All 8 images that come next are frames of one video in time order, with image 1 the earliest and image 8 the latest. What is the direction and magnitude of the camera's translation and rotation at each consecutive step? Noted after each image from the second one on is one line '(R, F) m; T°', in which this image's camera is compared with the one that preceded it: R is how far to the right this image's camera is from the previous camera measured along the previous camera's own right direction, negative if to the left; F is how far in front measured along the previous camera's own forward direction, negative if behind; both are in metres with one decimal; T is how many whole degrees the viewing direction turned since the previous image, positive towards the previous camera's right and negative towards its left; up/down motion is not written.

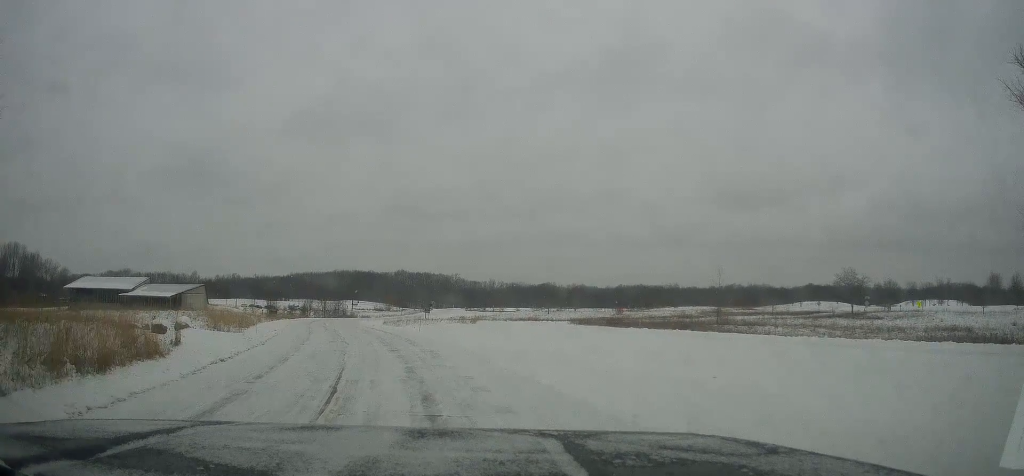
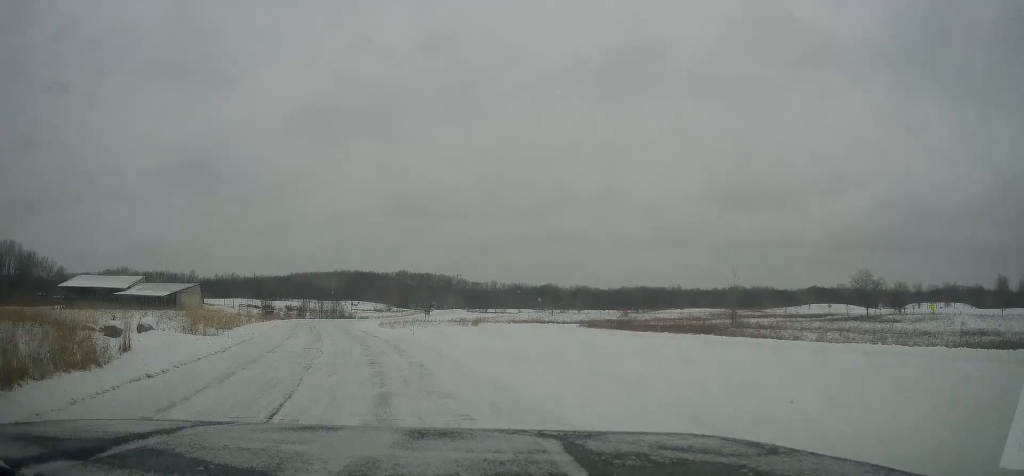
(0.0, +4.7) m; -2°
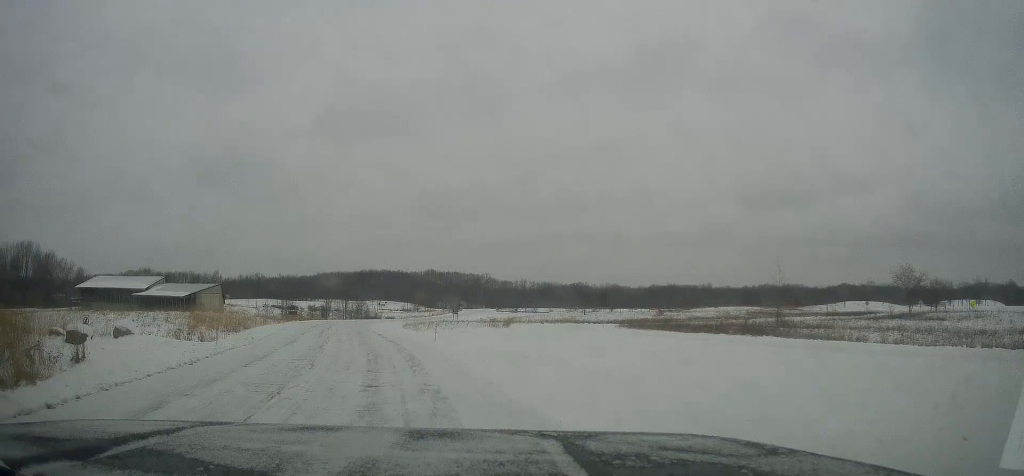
(0.0, +5.1) m; -5°
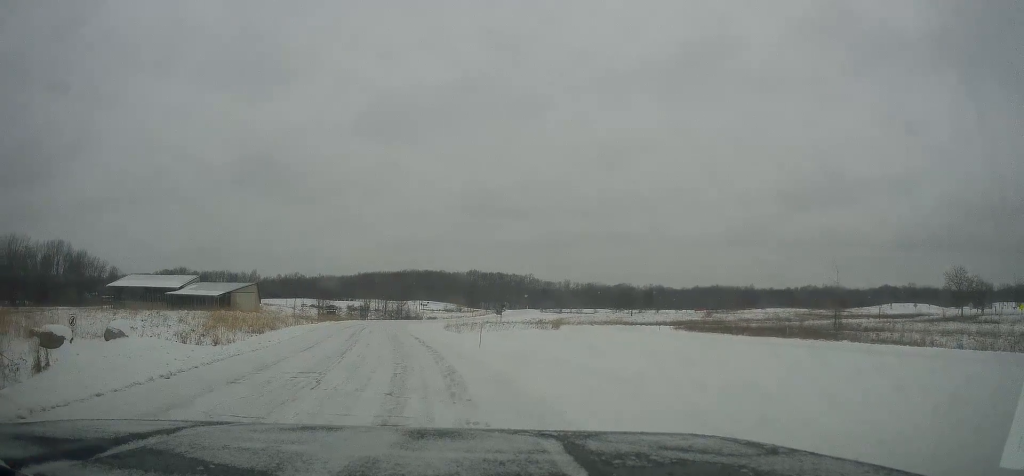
(-0.5, +4.2) m; 0°
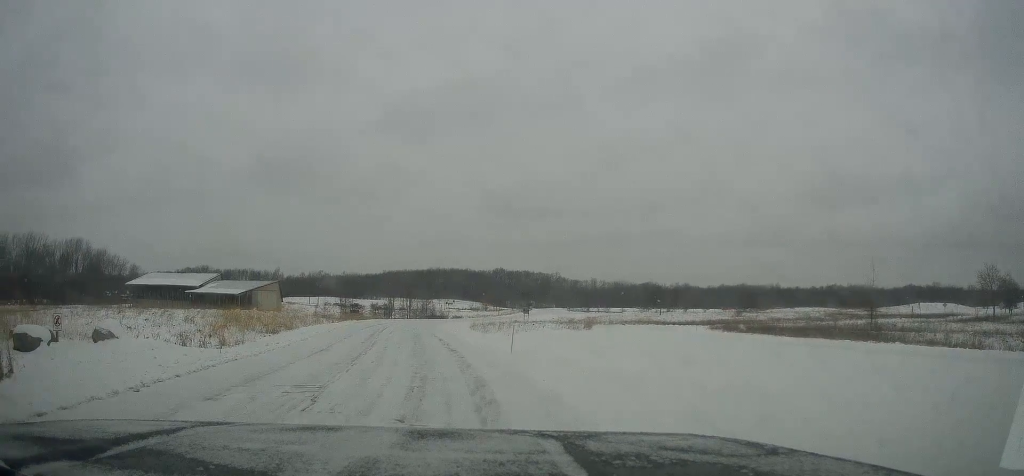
(0.0, +2.6) m; -1°
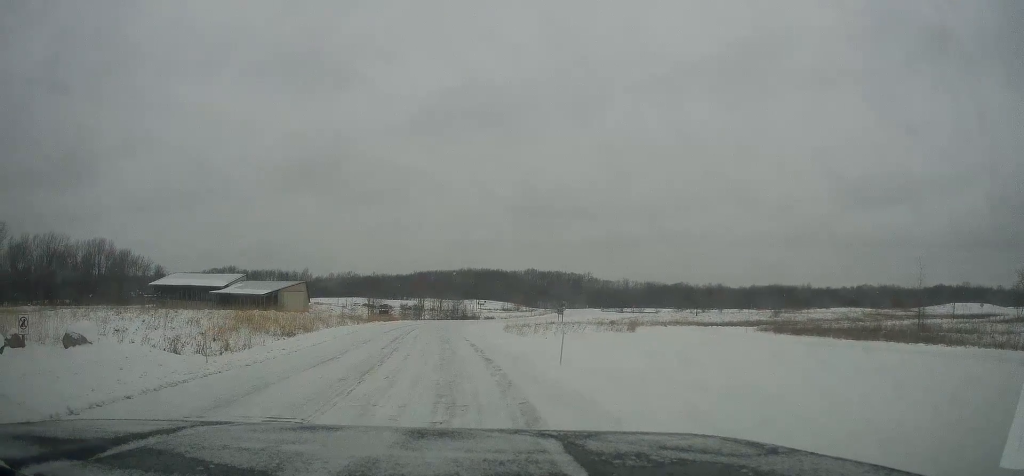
(+0.5, +3.5) m; -3°
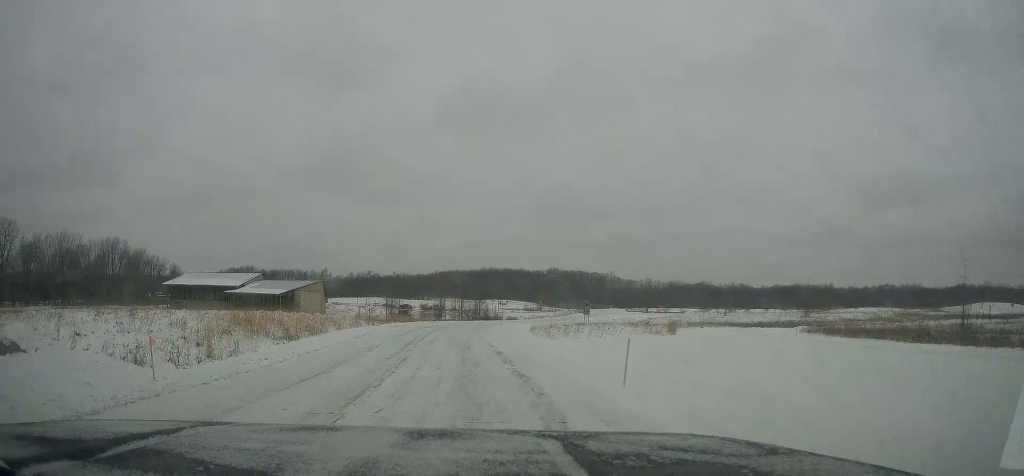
(-0.4, +4.1) m; -5°
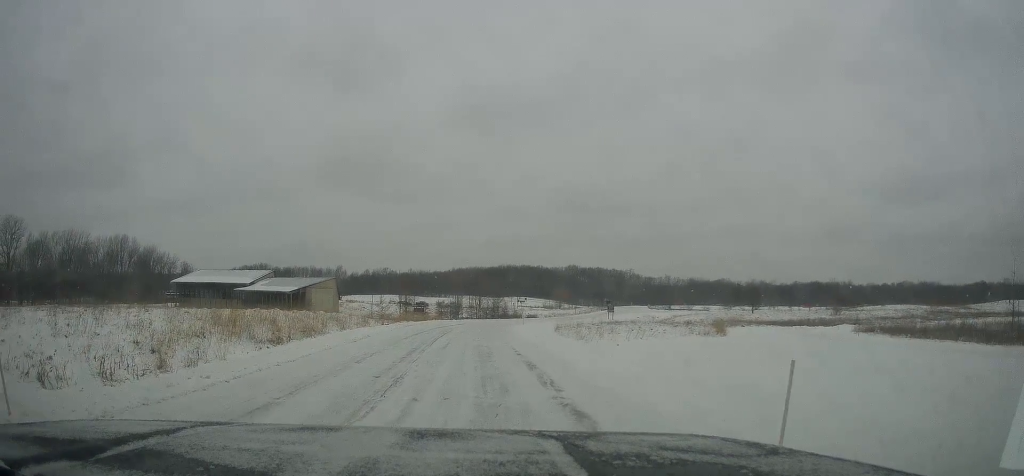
(-0.4, +5.1) m; -2°
